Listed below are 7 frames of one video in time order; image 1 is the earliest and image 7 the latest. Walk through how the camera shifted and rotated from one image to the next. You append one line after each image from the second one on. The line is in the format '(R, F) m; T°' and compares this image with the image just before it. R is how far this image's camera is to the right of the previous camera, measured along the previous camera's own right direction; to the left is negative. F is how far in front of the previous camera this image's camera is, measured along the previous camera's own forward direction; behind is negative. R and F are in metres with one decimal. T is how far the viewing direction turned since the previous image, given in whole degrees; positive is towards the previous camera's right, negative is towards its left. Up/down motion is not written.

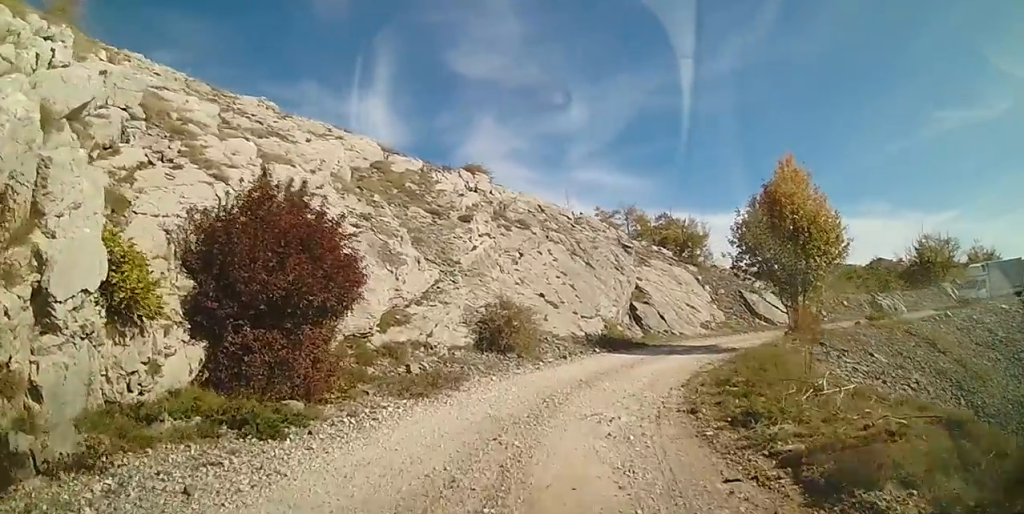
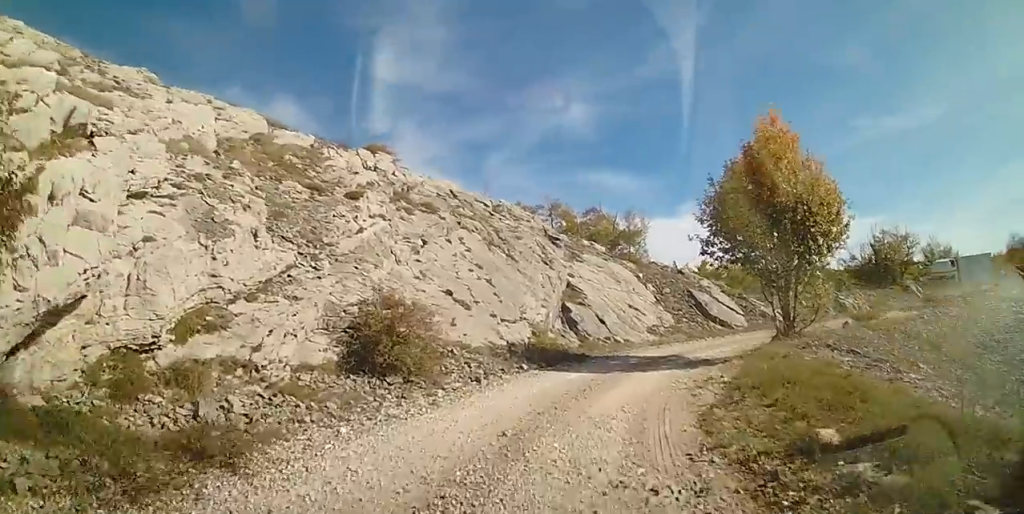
(+0.2, +5.2) m; +10°
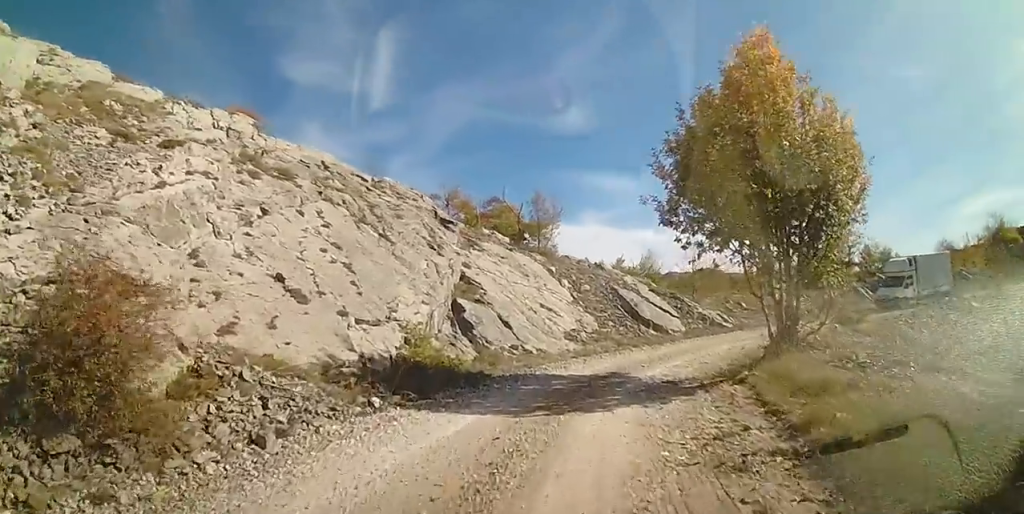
(+0.6, +5.4) m; +10°
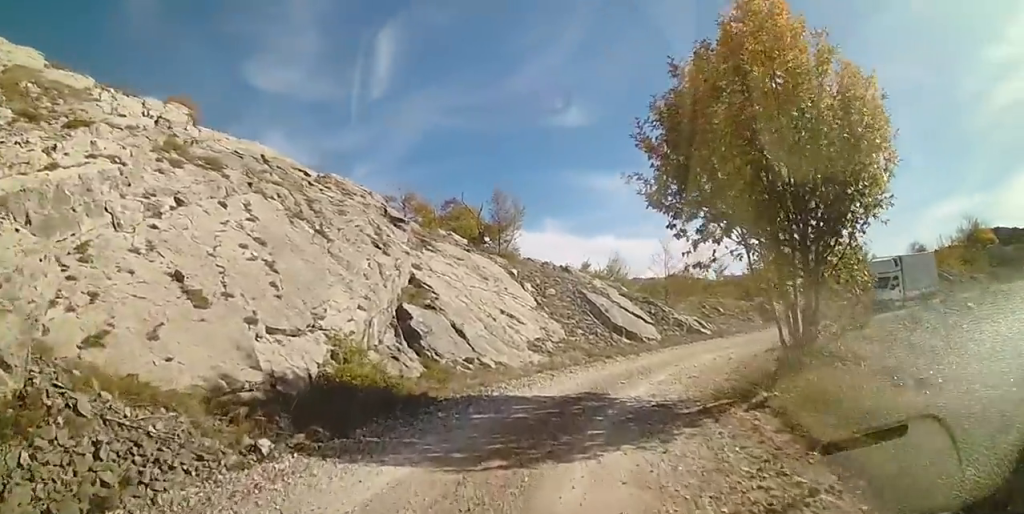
(+0.1, +2.3) m; +4°
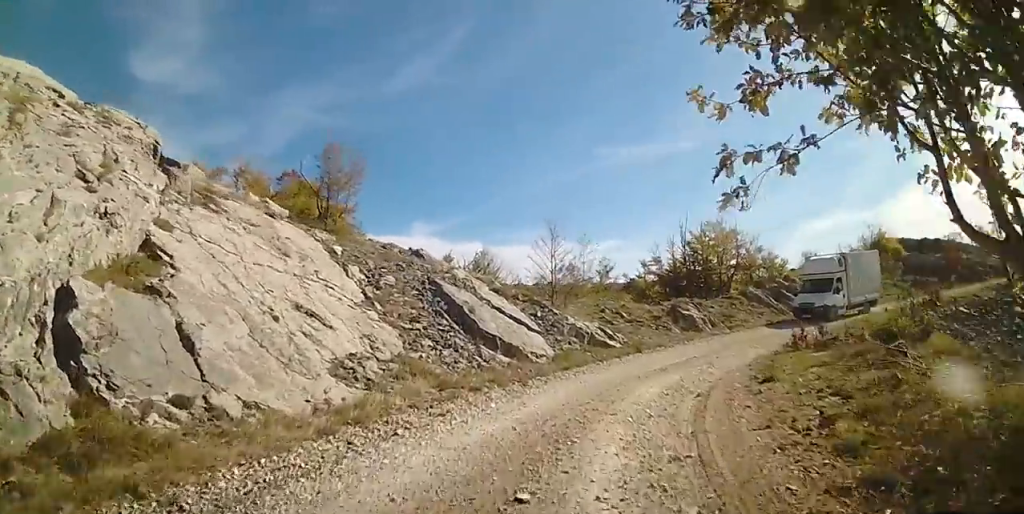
(+0.7, +7.2) m; +14°
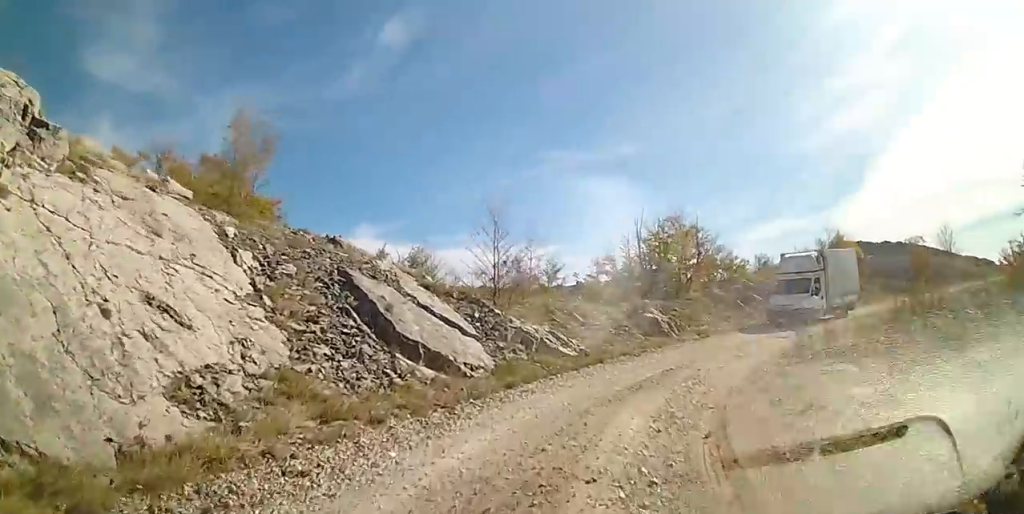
(+0.2, +2.9) m; +8°
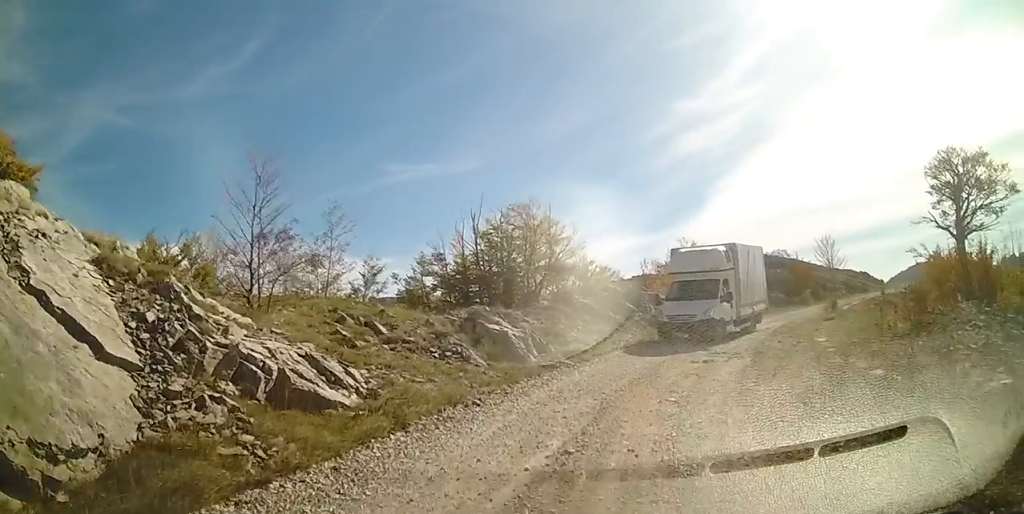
(+1.1, +6.7) m; +22°
